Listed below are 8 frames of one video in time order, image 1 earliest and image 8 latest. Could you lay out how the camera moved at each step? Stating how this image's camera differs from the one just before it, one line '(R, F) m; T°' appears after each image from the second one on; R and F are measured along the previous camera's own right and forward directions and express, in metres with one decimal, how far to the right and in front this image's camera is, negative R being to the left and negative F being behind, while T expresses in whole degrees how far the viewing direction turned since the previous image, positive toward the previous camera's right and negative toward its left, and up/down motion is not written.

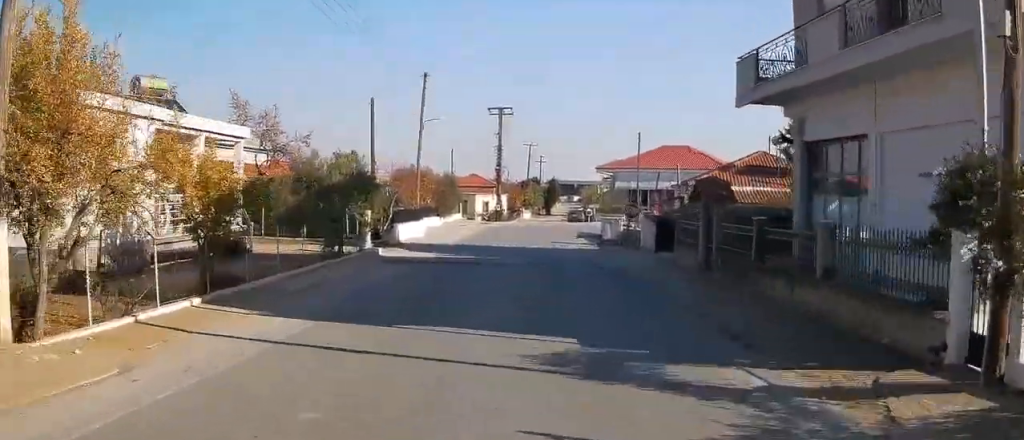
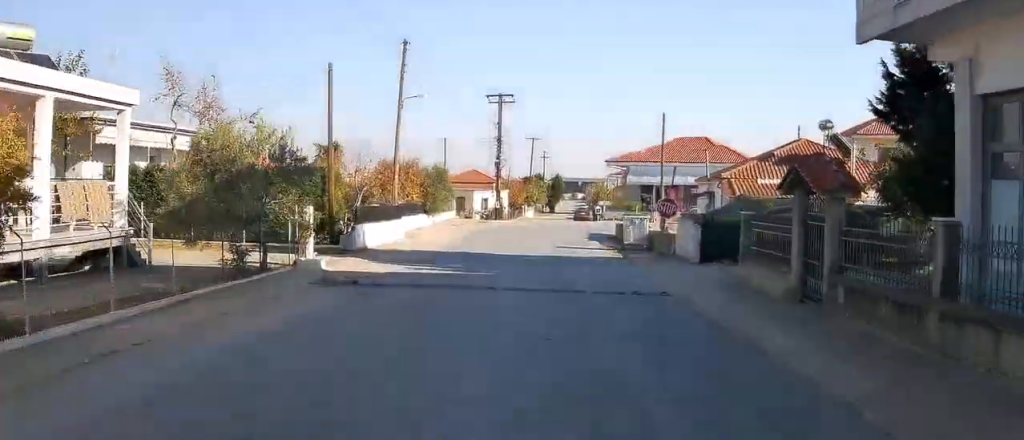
(0.0, +7.8) m; 0°
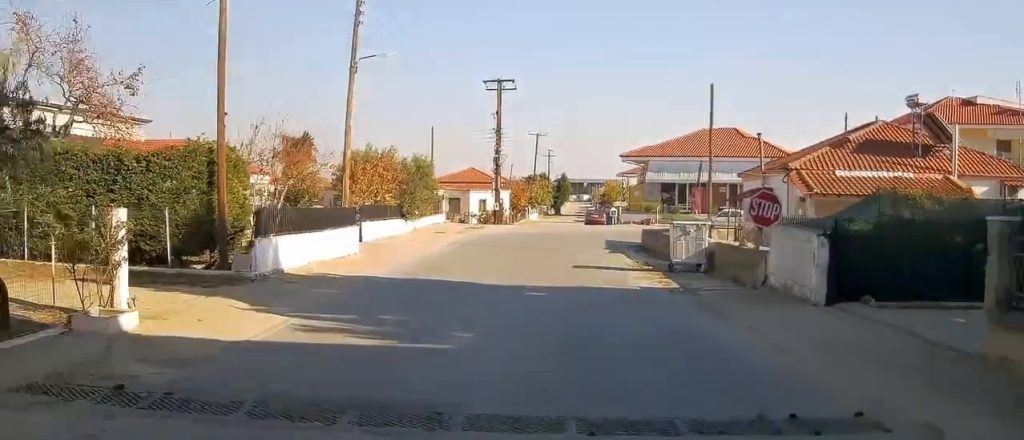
(-0.1, +10.2) m; -1°
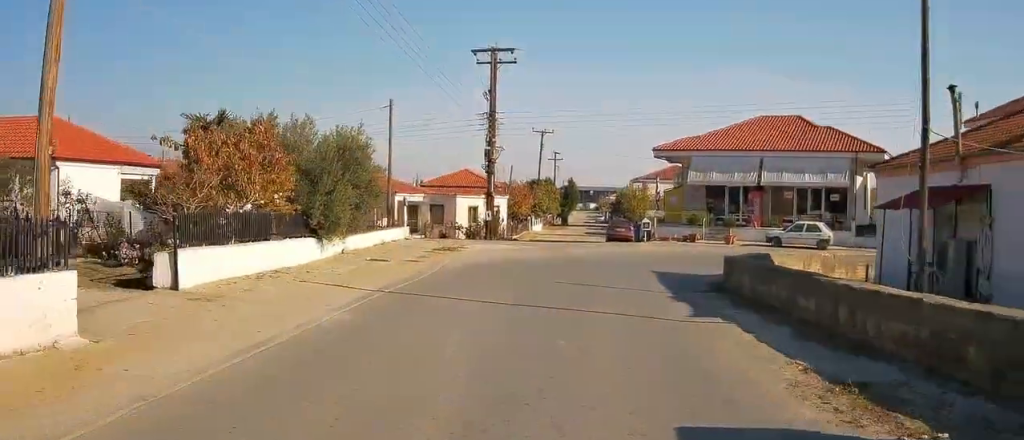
(0.0, +17.5) m; +1°
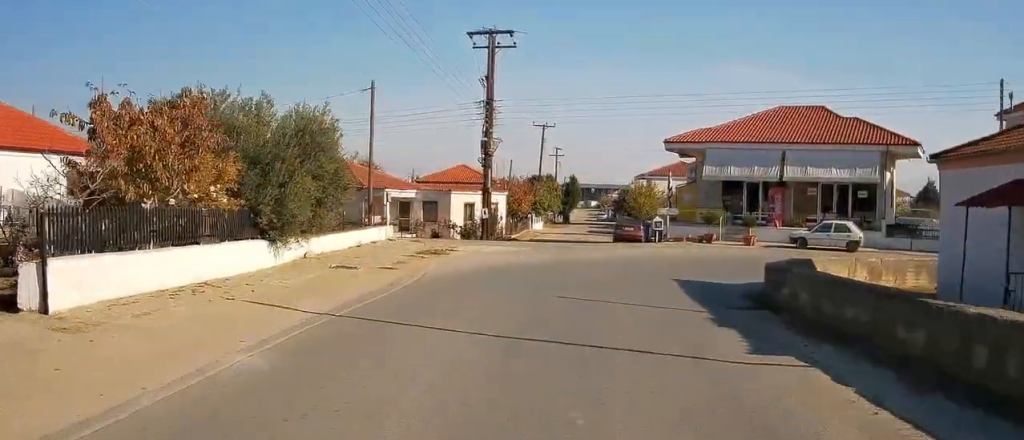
(0.0, +4.4) m; 0°
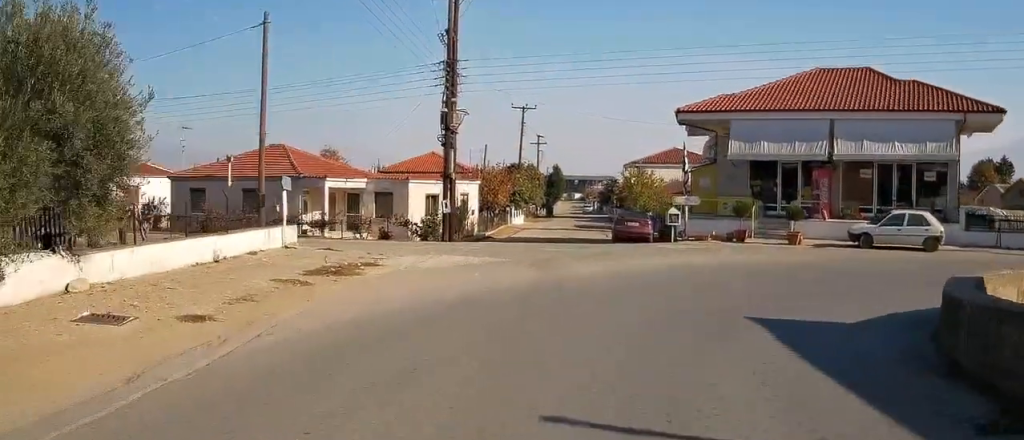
(0.0, +11.2) m; 0°
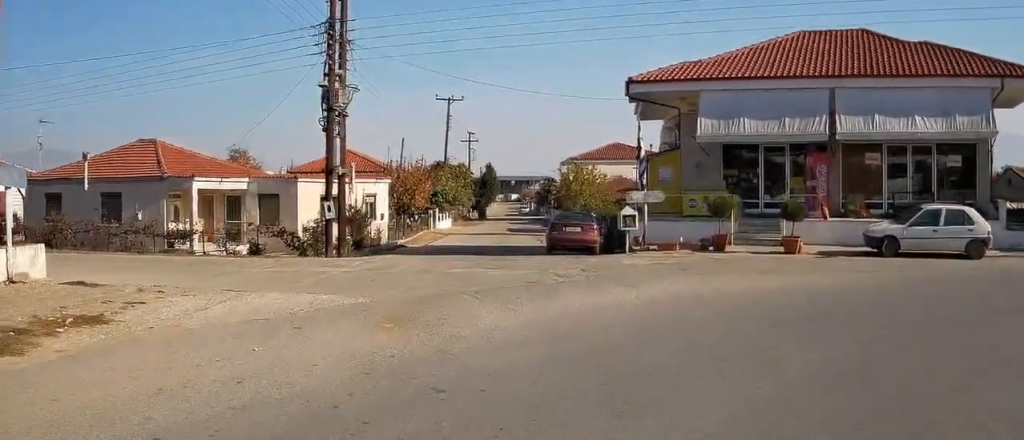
(+0.1, +9.9) m; +3°
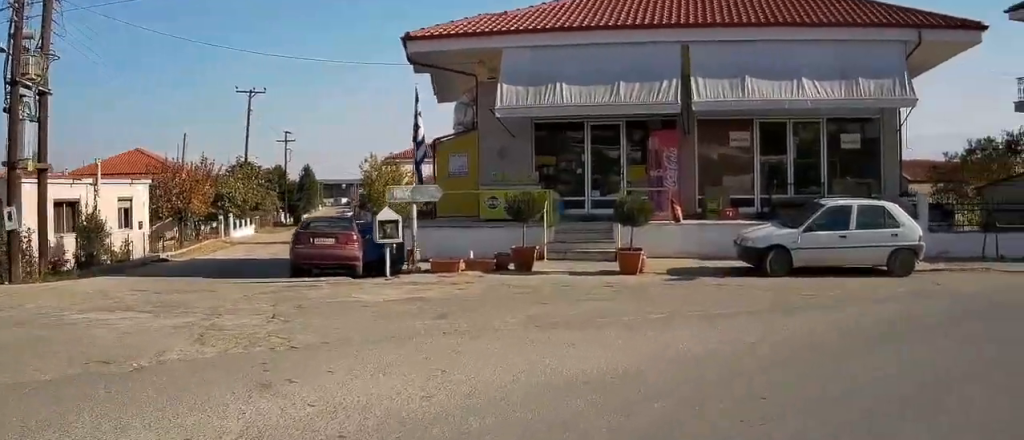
(+0.5, +9.3) m; +7°
